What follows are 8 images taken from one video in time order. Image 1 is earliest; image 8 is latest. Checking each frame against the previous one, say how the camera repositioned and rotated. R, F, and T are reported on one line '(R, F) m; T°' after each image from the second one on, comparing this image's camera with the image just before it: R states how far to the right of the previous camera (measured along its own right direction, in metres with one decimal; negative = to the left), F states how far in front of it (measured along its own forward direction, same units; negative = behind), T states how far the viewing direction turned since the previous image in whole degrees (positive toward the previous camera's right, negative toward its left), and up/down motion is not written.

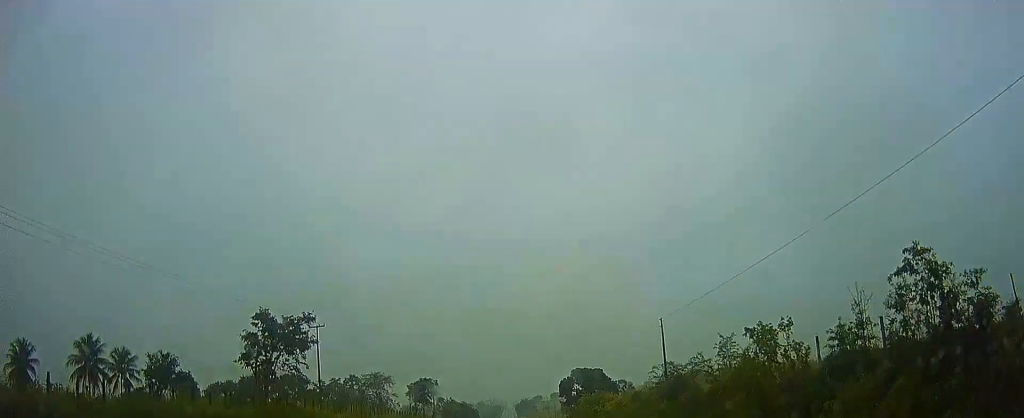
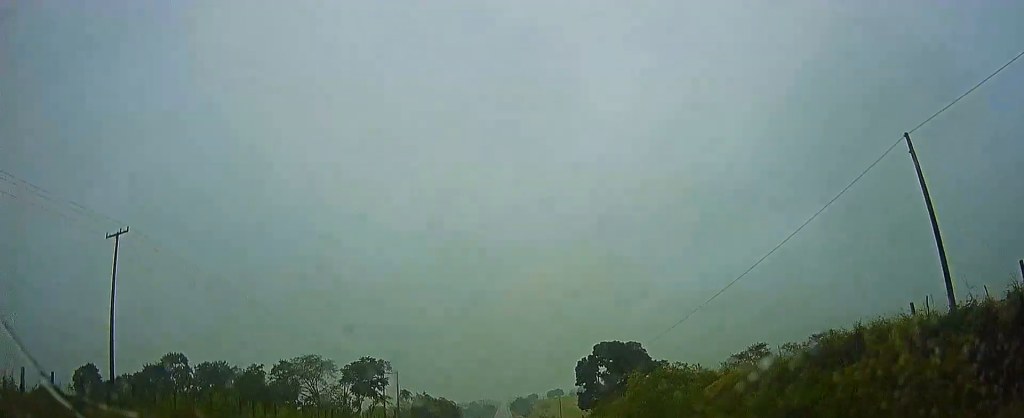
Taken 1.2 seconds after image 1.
(-0.3, +36.1) m; -1°
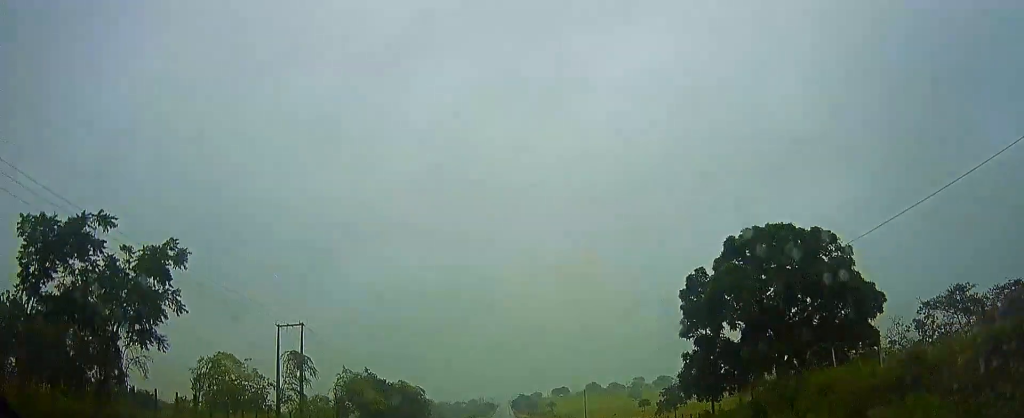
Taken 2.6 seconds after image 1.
(-0.3, +45.4) m; 0°
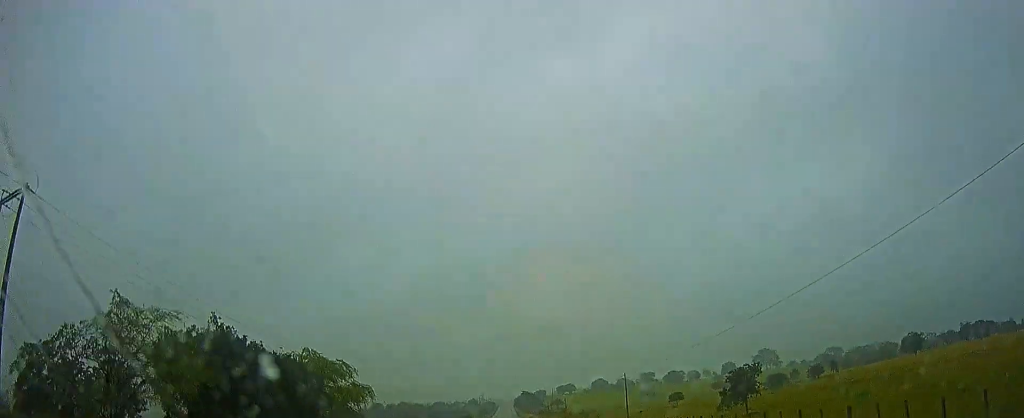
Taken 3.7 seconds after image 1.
(+0.4, +34.7) m; 0°
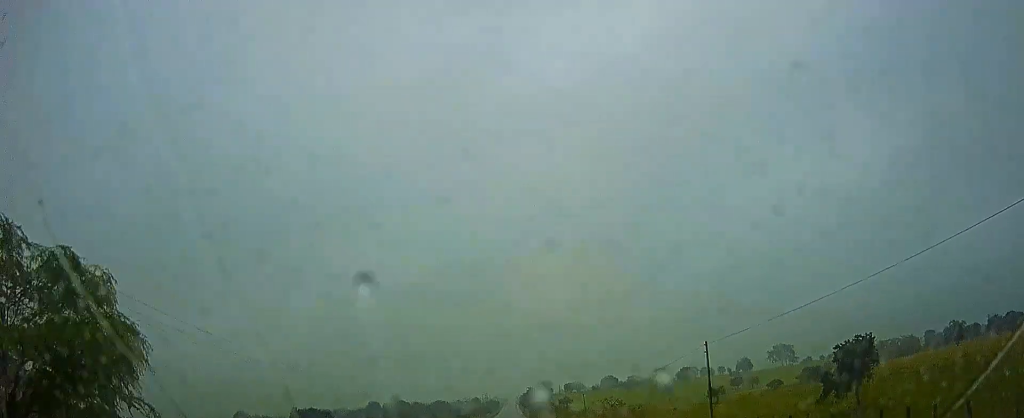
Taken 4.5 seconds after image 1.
(-0.2, +27.6) m; -1°
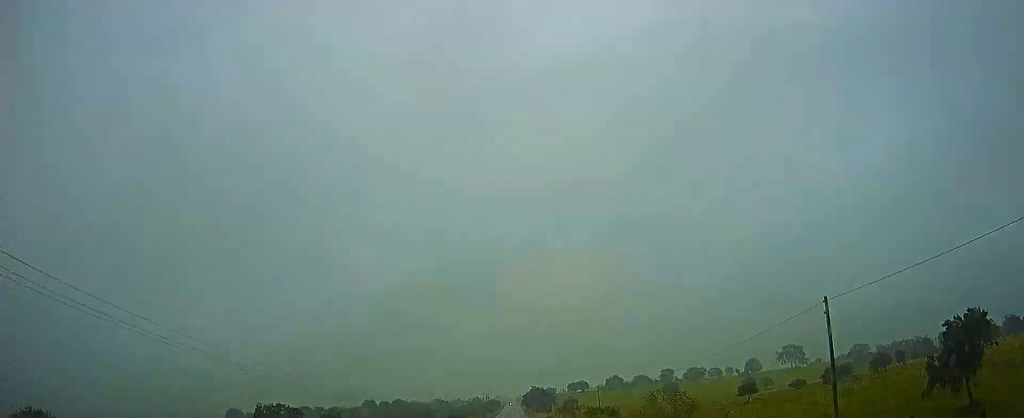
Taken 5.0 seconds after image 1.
(-0.2, +16.8) m; 0°
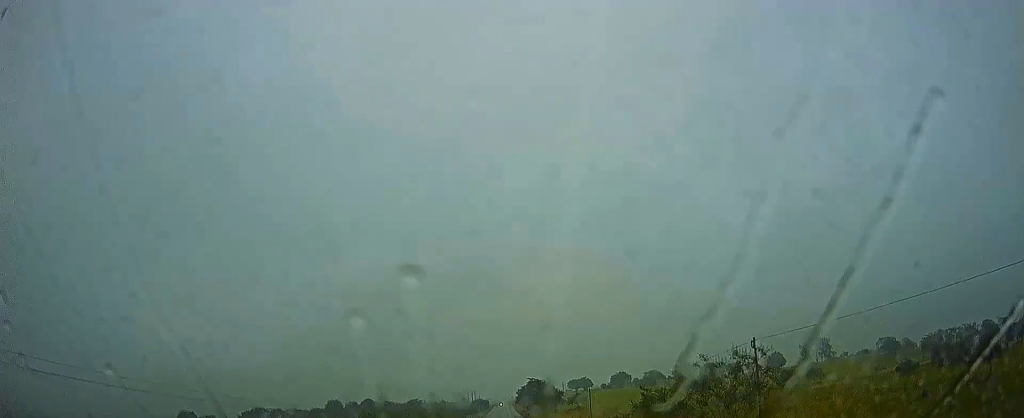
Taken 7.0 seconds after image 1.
(+1.0, +67.7) m; +1°
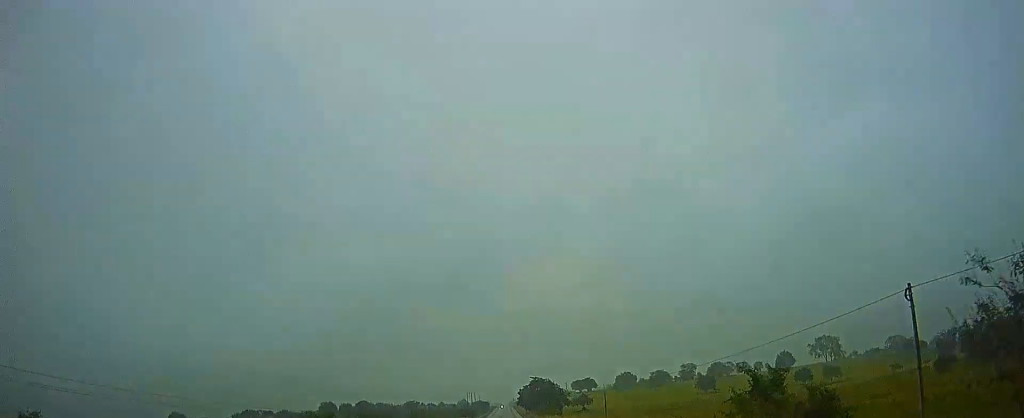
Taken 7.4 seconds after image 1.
(+0.1, +15.1) m; 0°
